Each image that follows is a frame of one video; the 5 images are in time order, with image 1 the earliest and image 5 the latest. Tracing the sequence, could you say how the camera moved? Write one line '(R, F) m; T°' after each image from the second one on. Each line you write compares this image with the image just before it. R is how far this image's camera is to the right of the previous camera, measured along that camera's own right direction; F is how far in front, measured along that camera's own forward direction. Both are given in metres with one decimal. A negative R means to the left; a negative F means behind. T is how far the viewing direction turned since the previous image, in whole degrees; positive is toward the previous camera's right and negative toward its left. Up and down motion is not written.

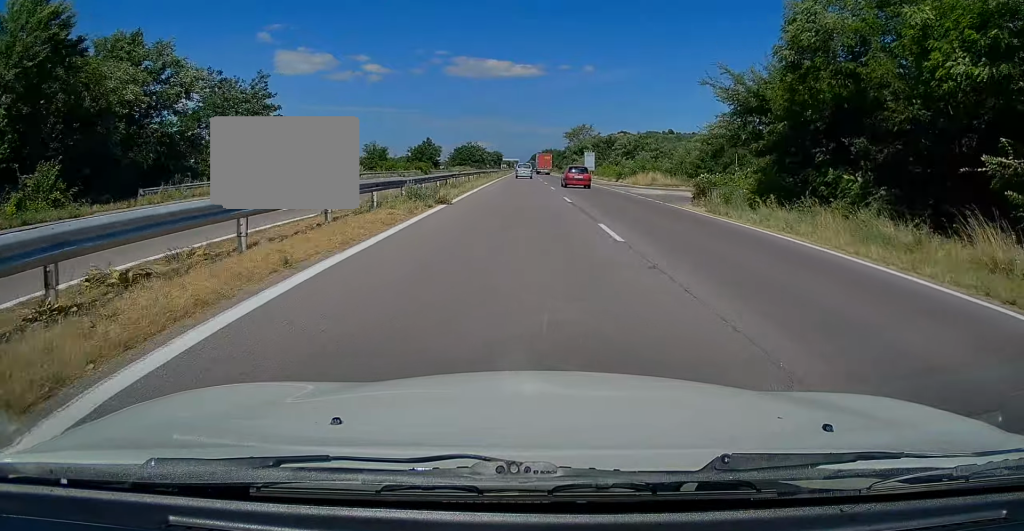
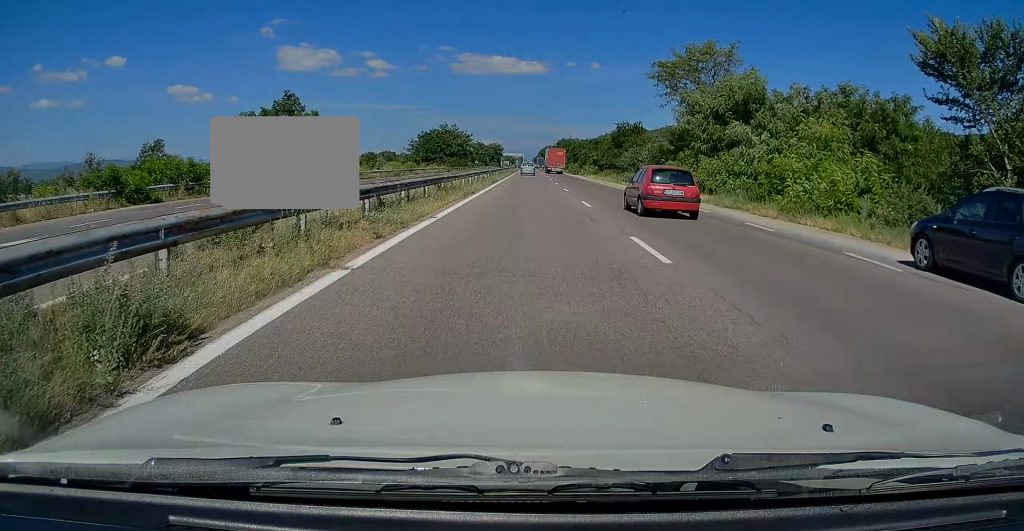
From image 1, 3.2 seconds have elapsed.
(+0.5, +85.9) m; +1°
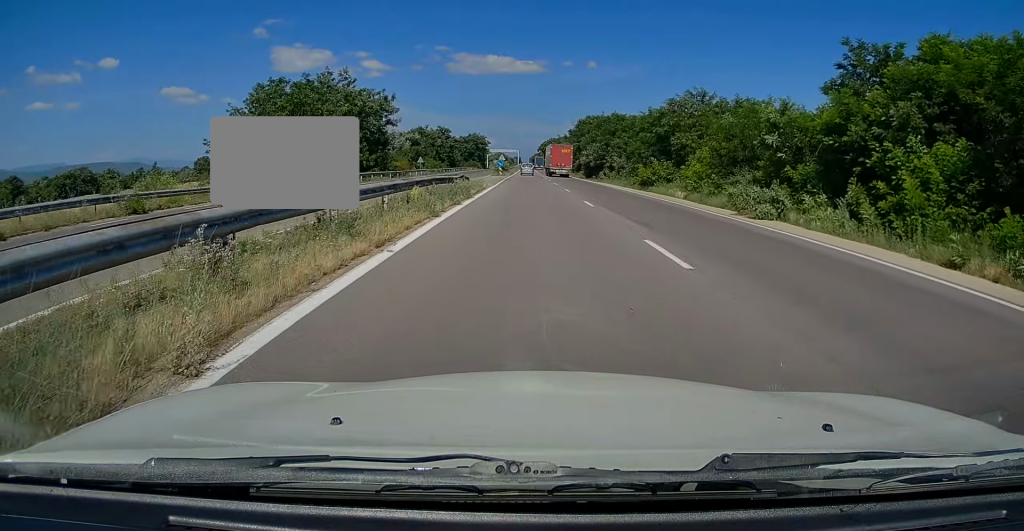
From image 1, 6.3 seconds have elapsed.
(0.0, +85.9) m; +1°
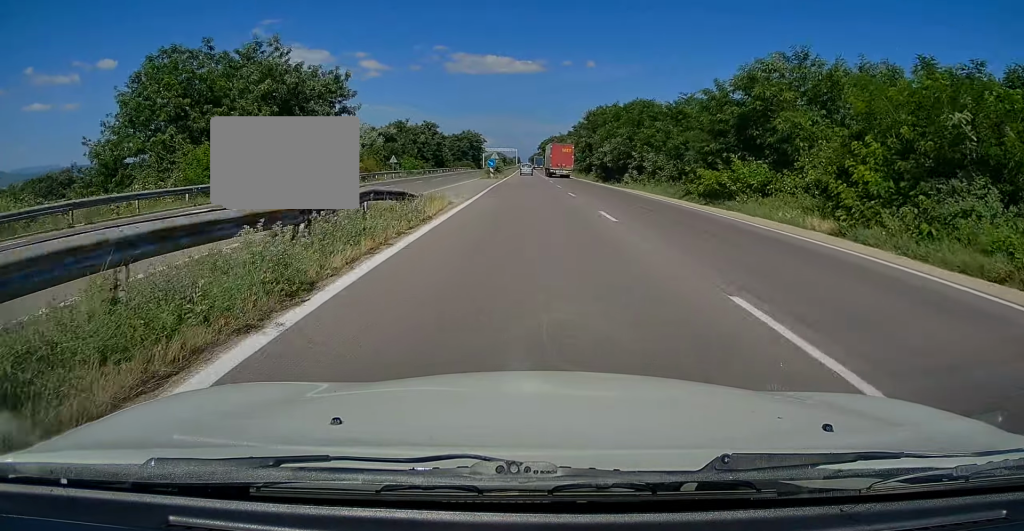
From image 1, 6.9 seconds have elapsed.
(0.0, +17.2) m; 0°
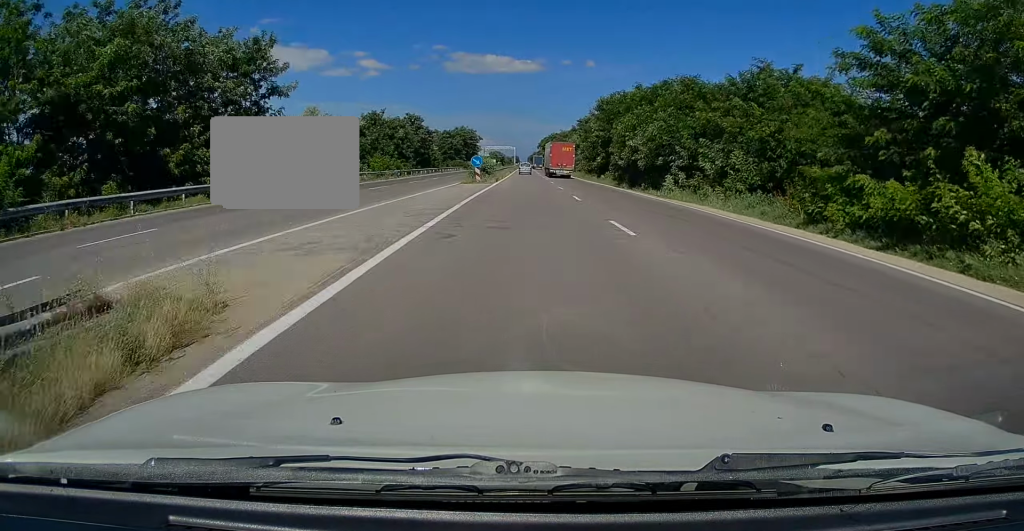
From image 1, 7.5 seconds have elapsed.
(+0.2, +15.3) m; 0°
